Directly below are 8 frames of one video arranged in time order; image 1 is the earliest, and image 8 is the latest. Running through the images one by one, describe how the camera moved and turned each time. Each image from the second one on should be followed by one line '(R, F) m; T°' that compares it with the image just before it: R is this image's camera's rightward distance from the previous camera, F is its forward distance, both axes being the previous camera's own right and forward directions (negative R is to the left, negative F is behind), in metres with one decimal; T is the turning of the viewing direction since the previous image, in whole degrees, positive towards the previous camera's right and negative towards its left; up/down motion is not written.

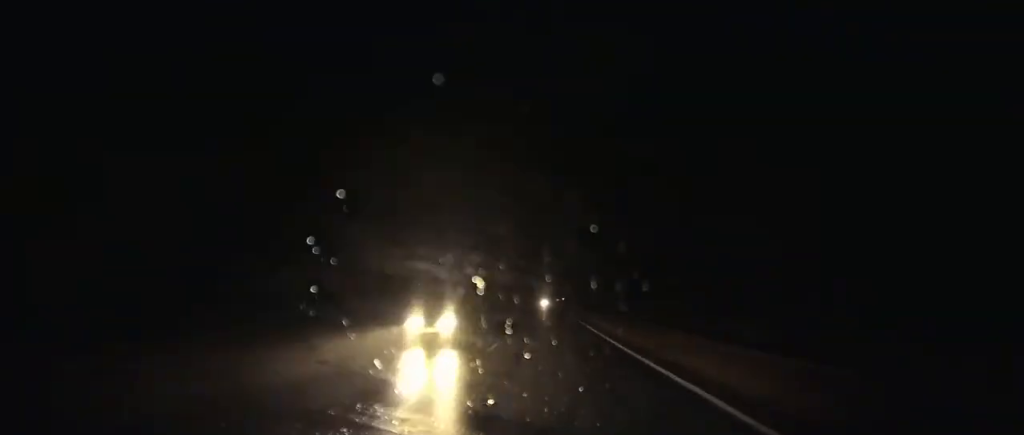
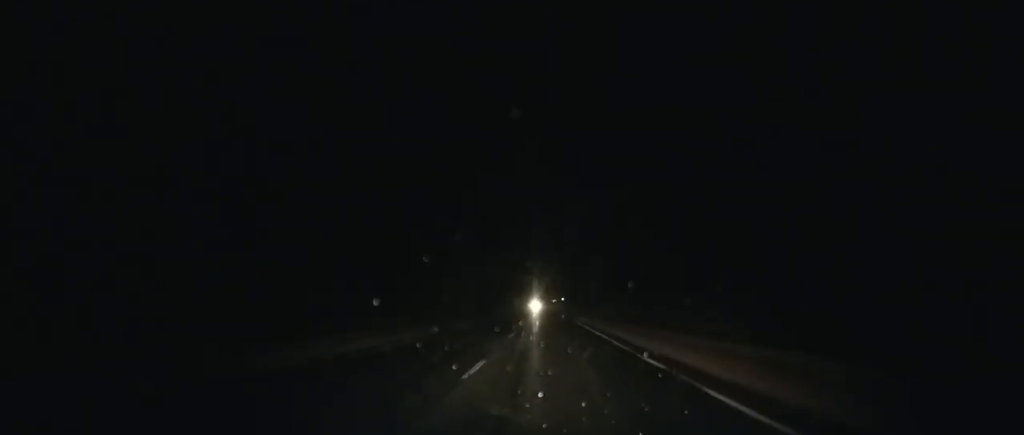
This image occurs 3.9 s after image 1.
(+0.5, +78.4) m; +1°
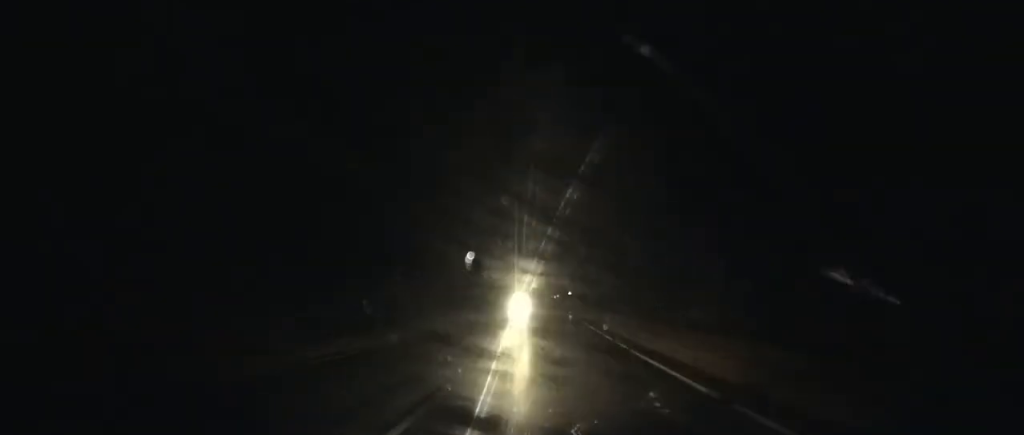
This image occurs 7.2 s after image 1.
(+0.5, +65.5) m; 0°
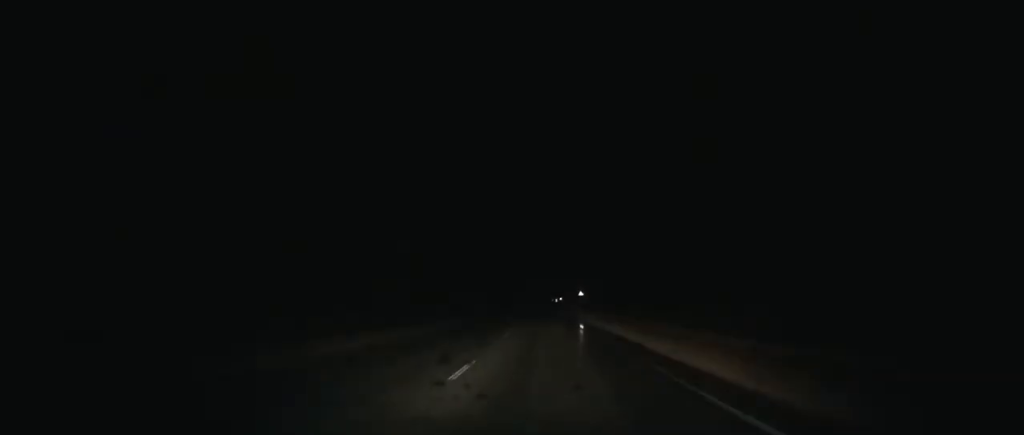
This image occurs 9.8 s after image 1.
(-0.2, +52.1) m; -1°
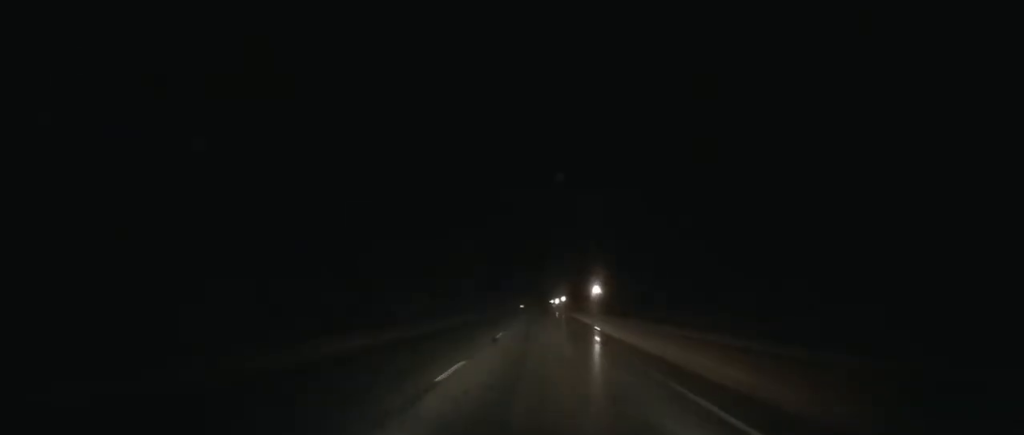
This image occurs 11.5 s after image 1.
(-0.2, +35.7) m; 0°
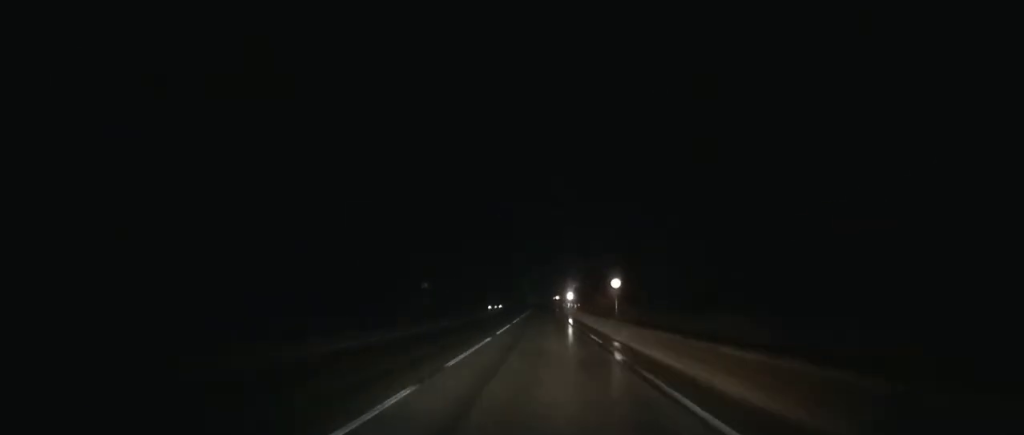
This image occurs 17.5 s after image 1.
(-0.7, +128.5) m; 0°
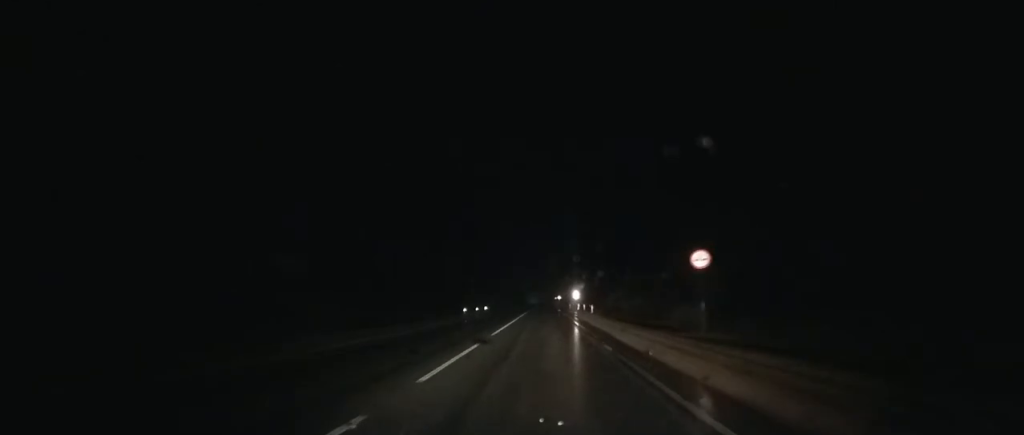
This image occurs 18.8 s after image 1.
(+0.2, +27.4) m; 0°
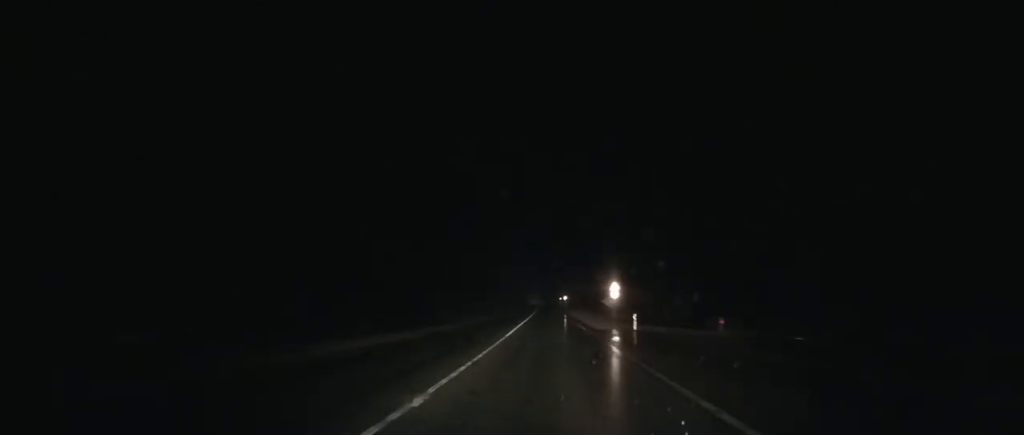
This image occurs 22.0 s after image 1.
(-0.5, +66.6) m; 0°
